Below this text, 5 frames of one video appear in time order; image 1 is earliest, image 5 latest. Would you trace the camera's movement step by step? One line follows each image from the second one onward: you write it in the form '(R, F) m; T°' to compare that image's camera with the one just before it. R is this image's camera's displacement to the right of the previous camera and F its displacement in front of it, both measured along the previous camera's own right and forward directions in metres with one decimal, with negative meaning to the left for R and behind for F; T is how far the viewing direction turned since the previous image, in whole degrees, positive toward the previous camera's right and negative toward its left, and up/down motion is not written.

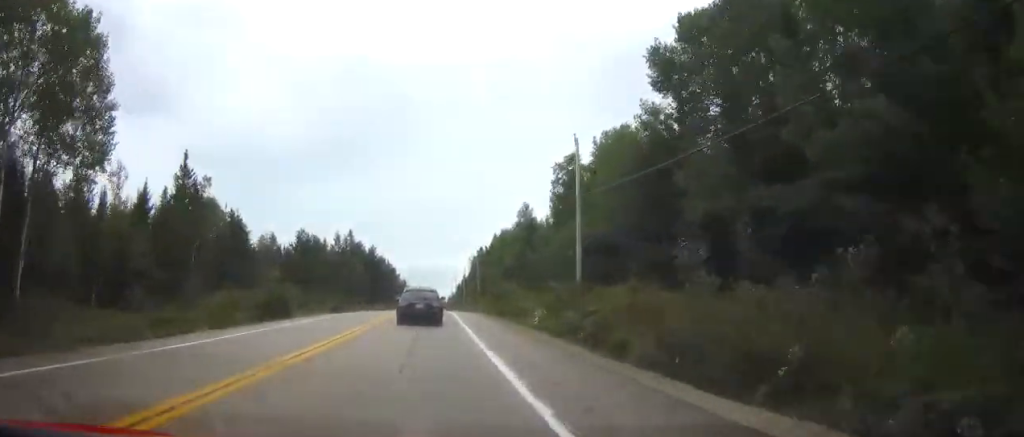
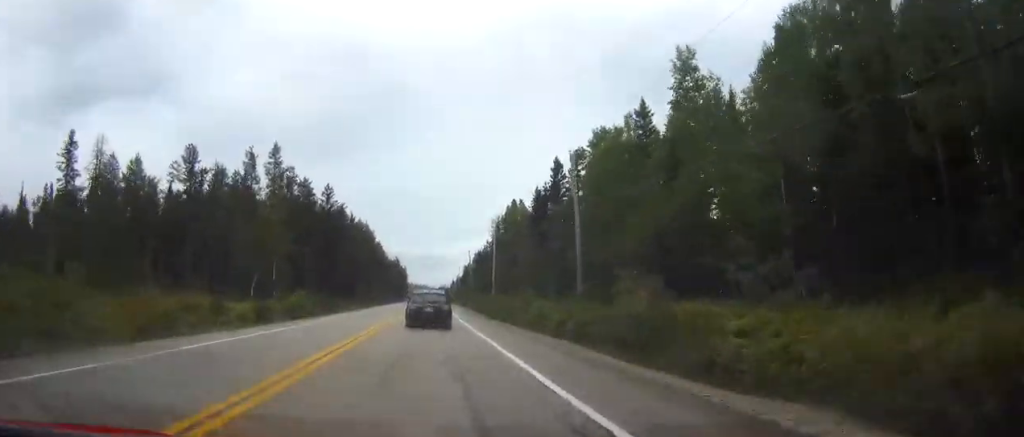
(-0.3, +73.7) m; 0°
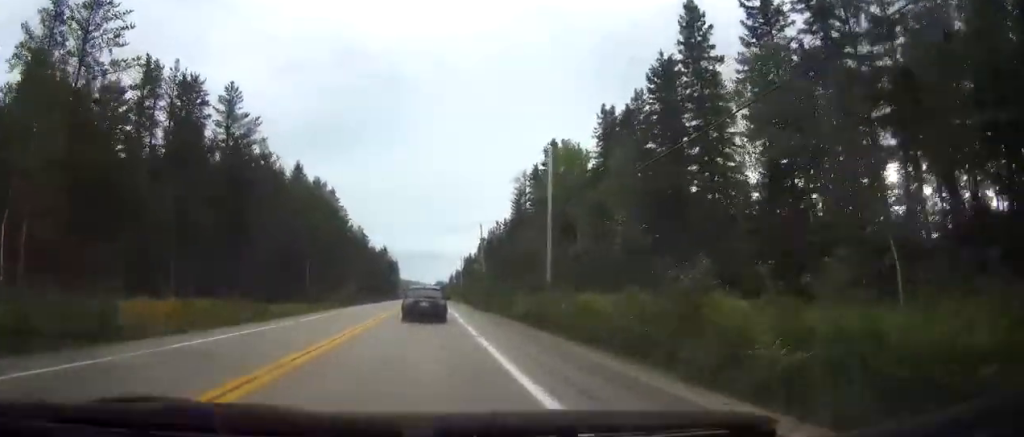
(+0.3, +43.8) m; 0°
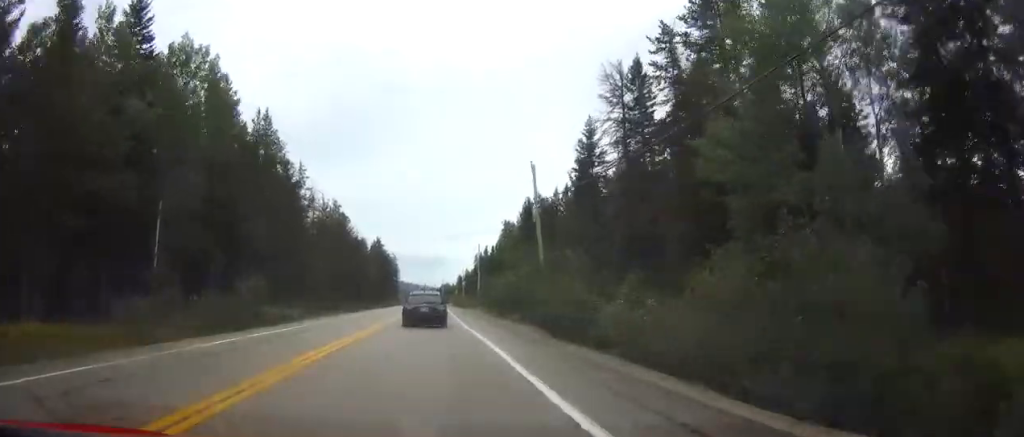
(0.0, +43.8) m; 0°
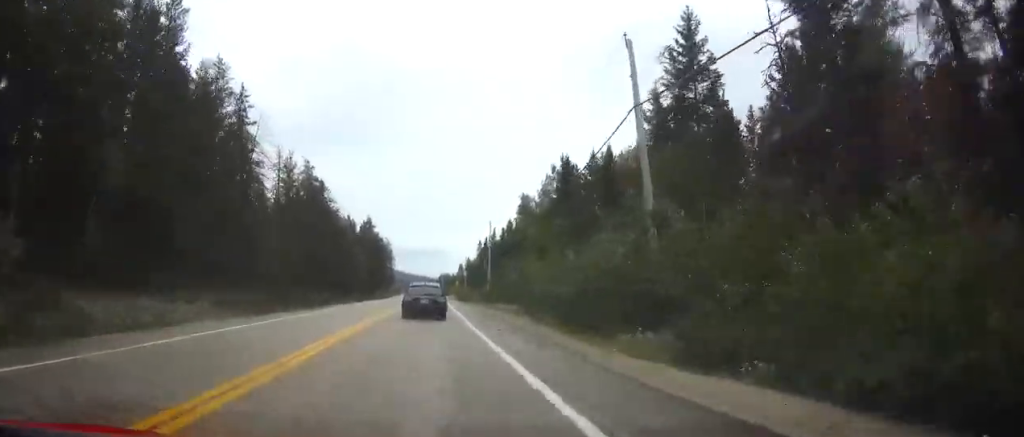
(0.0, +23.8) m; 0°
